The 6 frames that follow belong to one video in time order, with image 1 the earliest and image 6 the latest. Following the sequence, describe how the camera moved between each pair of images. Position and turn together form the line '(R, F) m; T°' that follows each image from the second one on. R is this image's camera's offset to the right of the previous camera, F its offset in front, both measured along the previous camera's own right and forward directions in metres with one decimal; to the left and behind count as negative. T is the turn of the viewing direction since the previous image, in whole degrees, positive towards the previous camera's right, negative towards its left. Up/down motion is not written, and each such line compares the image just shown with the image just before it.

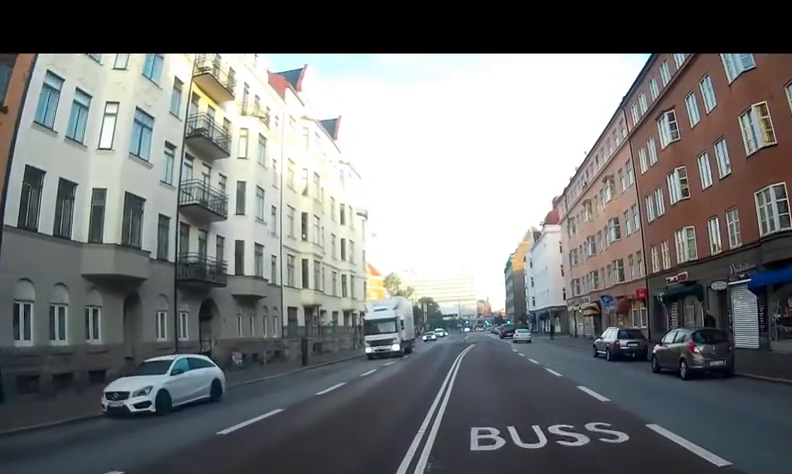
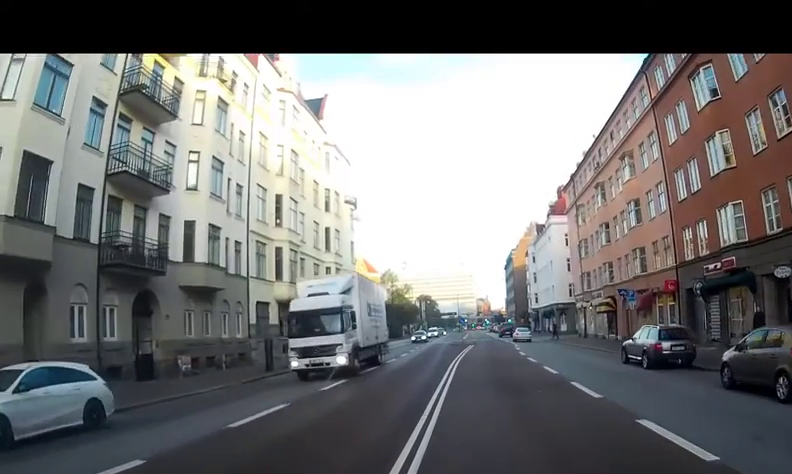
(-0.1, +5.3) m; -1°
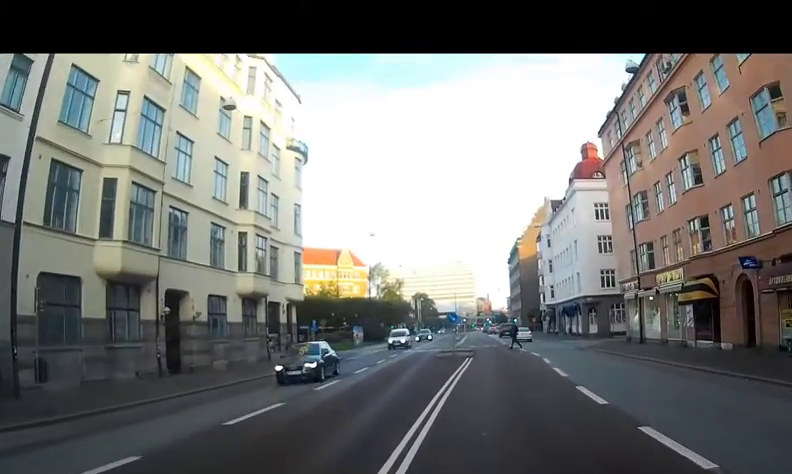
(+0.1, +16.2) m; +2°
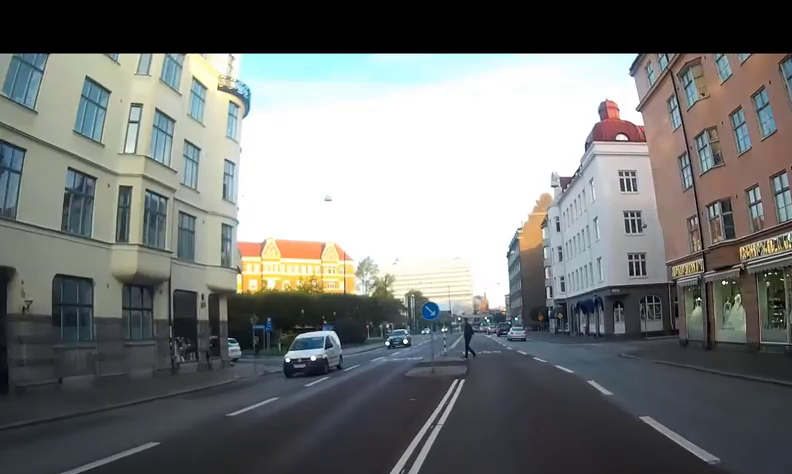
(+0.1, +9.7) m; -3°
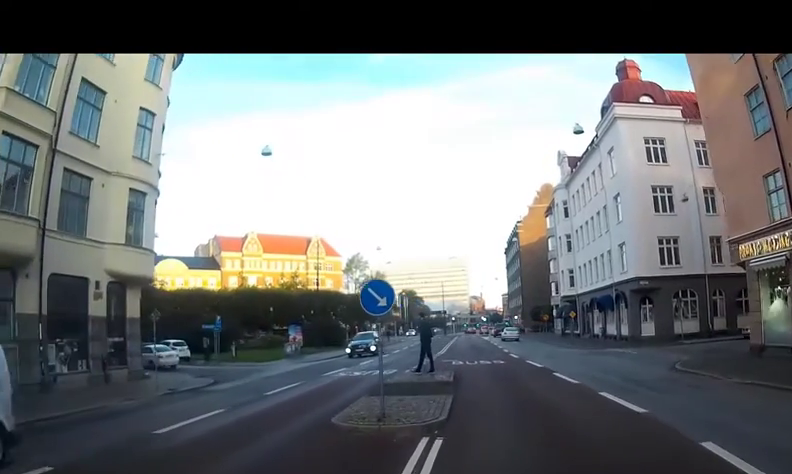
(-0.4, +6.8) m; -2°
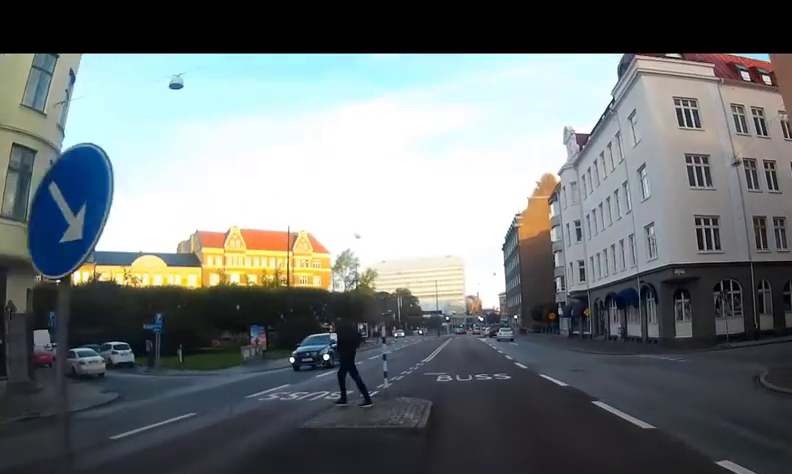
(+0.1, +6.2) m; +1°
